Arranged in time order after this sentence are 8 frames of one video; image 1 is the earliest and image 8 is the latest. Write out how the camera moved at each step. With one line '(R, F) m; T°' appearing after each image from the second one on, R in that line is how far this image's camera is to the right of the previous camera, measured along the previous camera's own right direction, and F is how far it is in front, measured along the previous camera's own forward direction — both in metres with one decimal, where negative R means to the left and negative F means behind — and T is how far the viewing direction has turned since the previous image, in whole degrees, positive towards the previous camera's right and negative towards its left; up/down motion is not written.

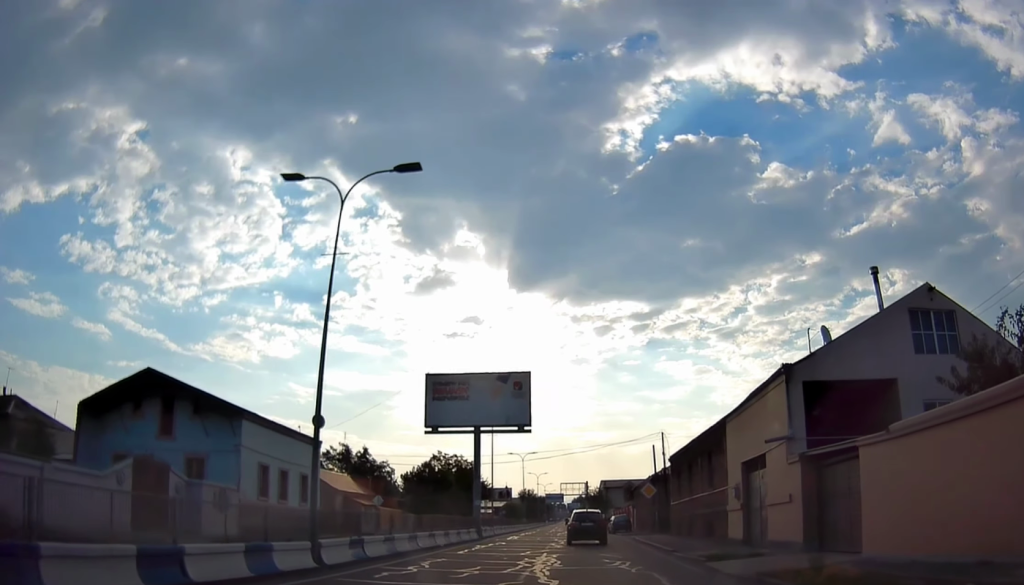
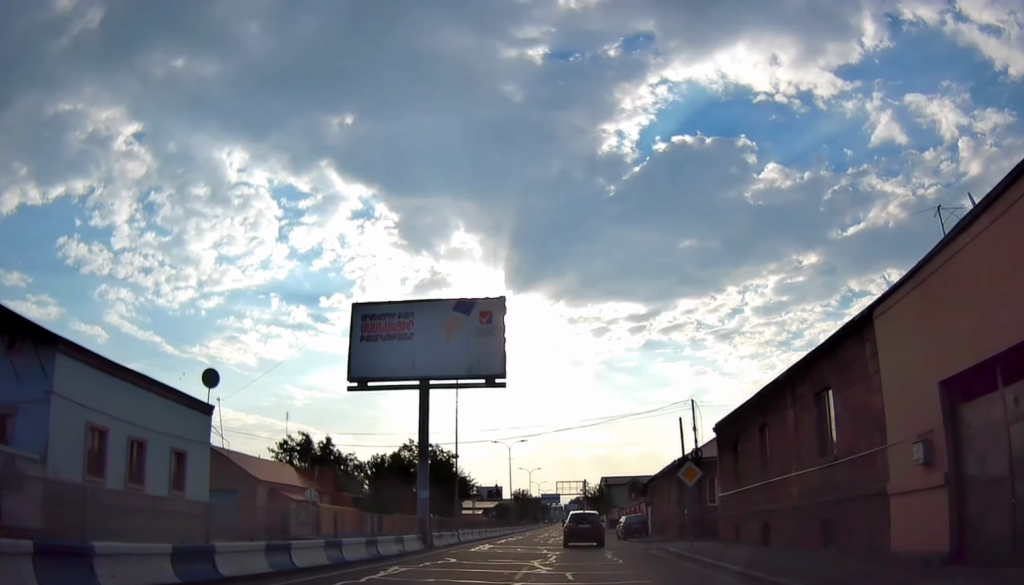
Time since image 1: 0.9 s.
(0.0, +13.9) m; +1°
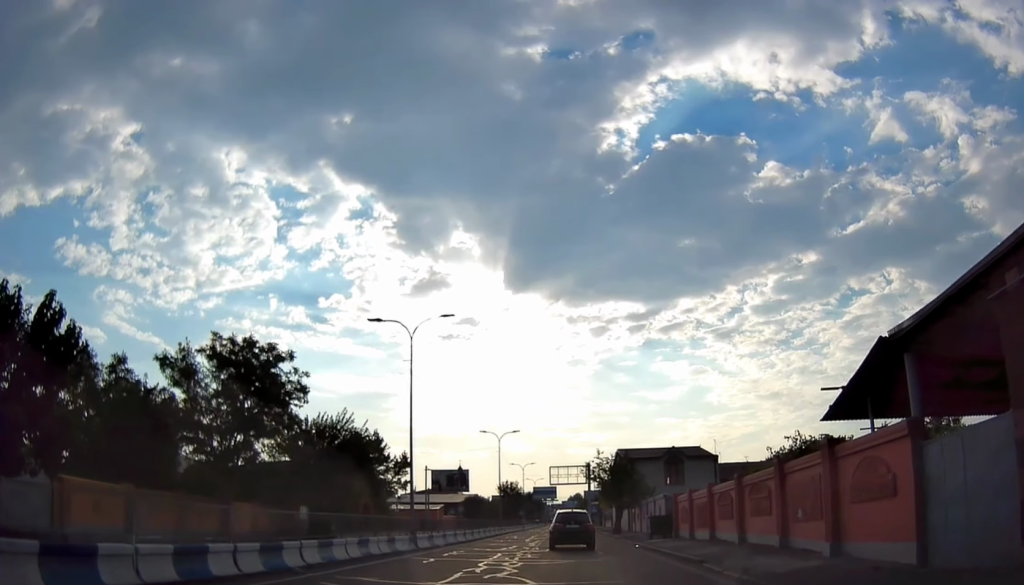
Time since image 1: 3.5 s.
(+1.5, +41.7) m; +2°
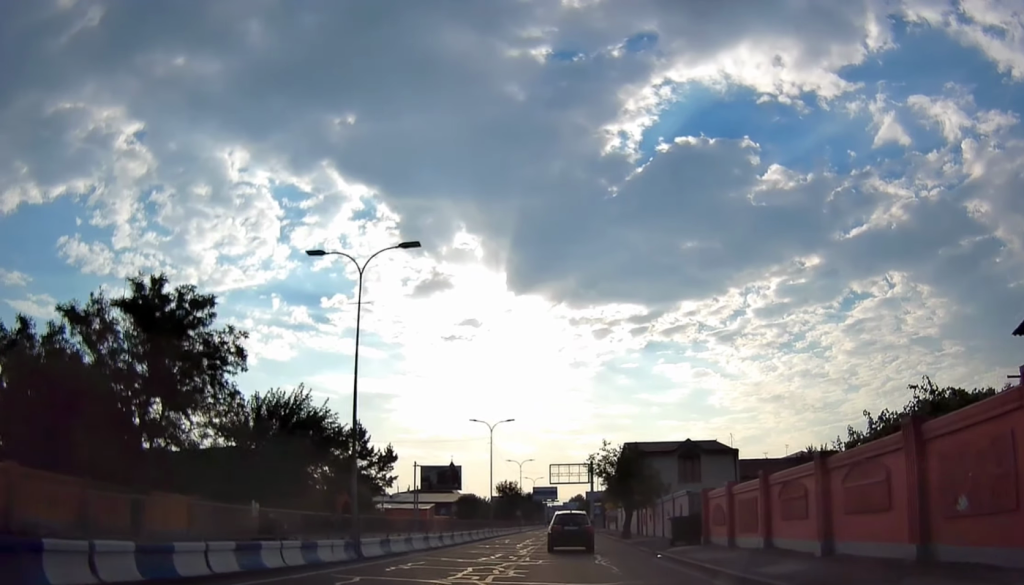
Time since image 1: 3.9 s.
(+0.1, +7.3) m; -1°
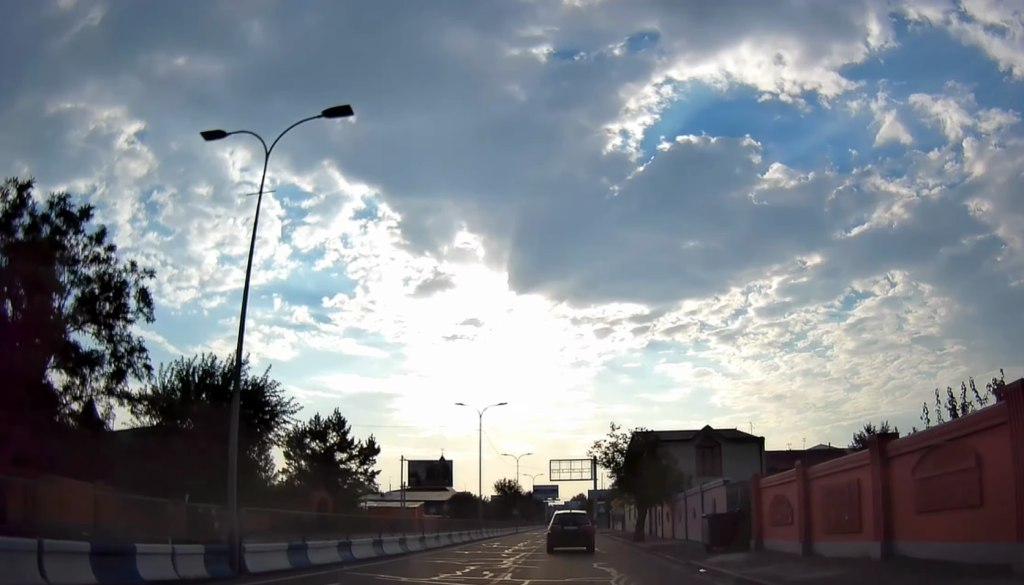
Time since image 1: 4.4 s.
(-0.1, +7.3) m; 0°
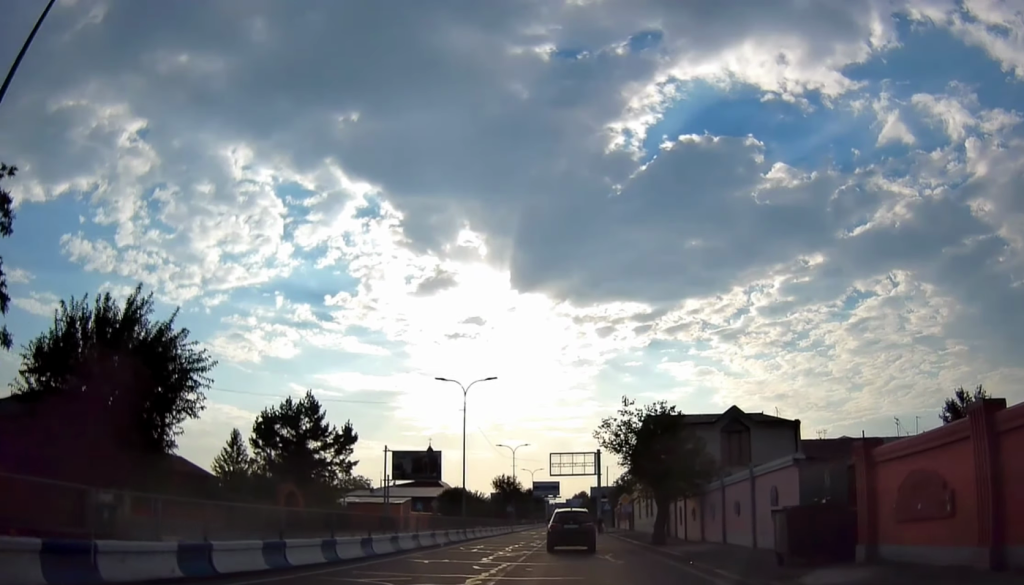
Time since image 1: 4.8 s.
(-0.3, +7.8) m; 0°
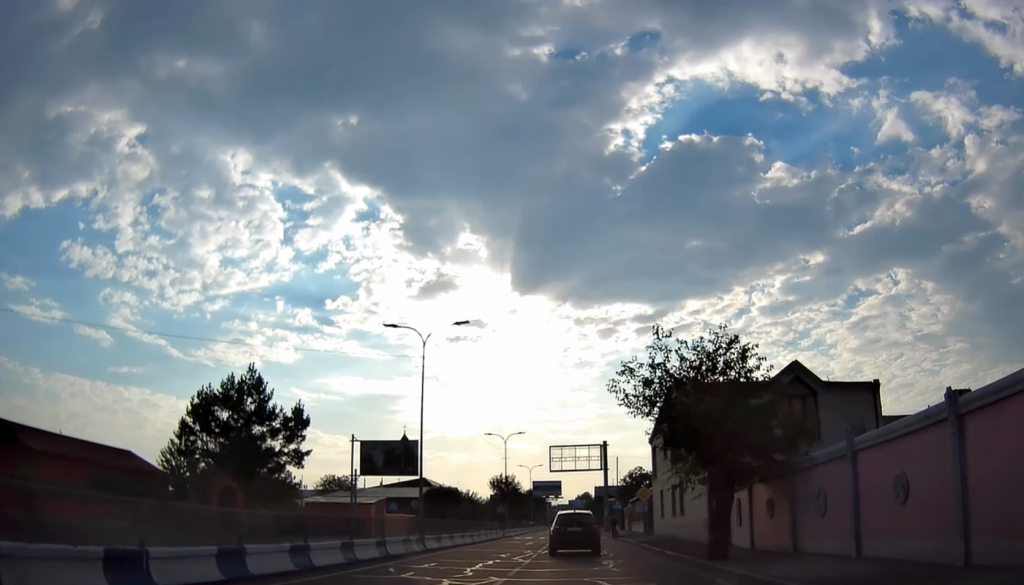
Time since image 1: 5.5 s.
(+0.1, +11.4) m; 0°
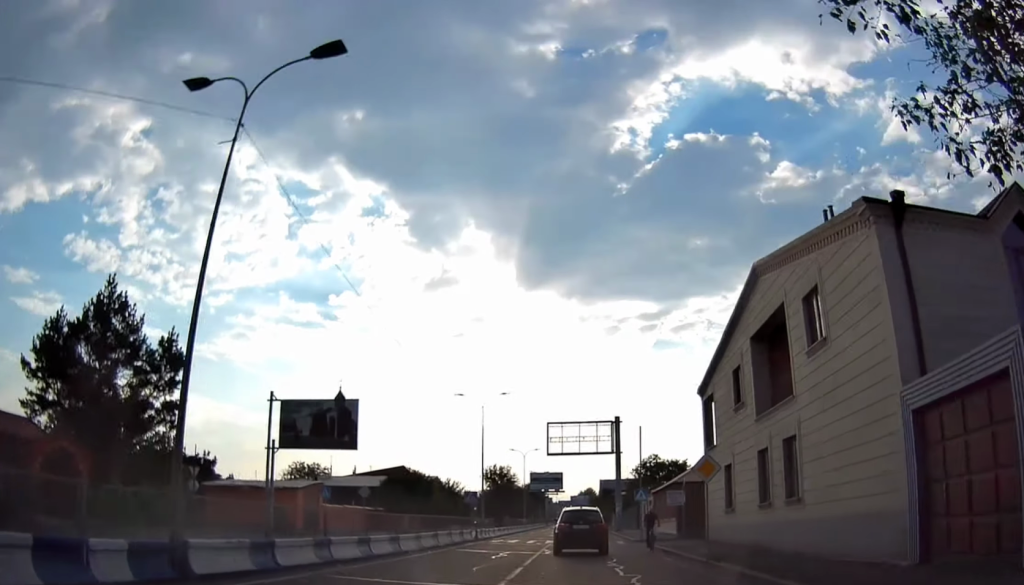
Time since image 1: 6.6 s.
(0.0, +17.2) m; -1°
